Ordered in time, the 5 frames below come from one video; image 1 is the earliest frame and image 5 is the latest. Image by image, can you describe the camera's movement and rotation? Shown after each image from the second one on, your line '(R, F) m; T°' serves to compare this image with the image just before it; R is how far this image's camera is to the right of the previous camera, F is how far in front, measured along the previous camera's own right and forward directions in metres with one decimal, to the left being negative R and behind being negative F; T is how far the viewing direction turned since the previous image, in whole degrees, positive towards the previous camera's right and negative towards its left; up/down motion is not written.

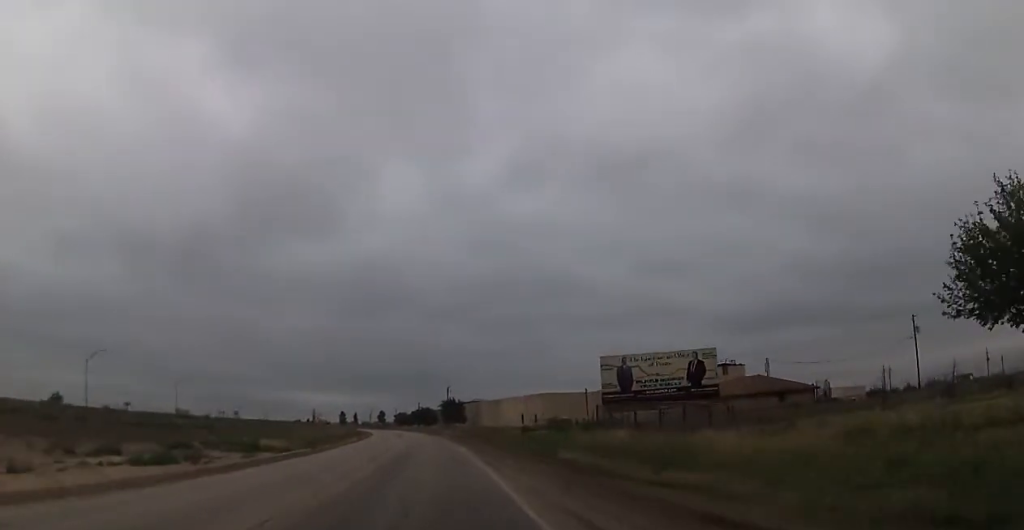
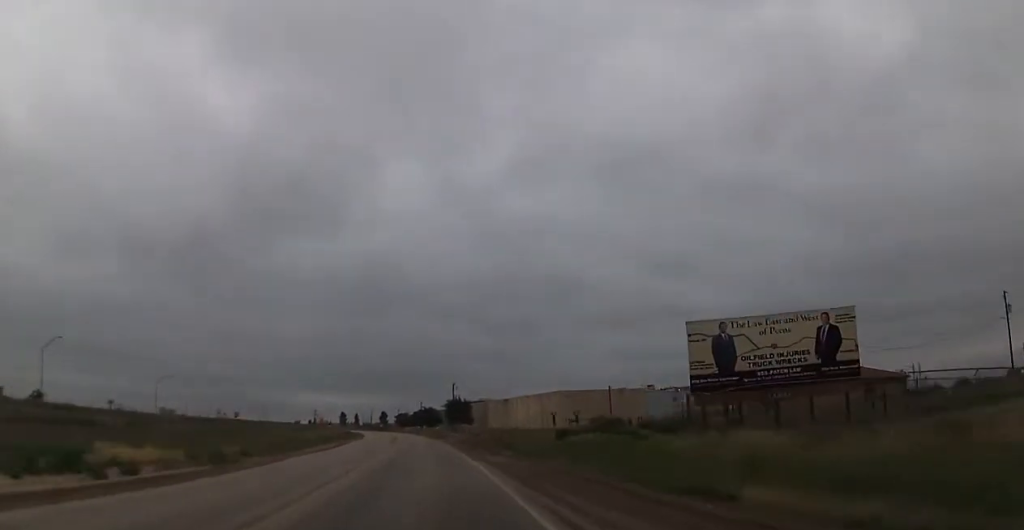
(-0.1, +16.1) m; -2°
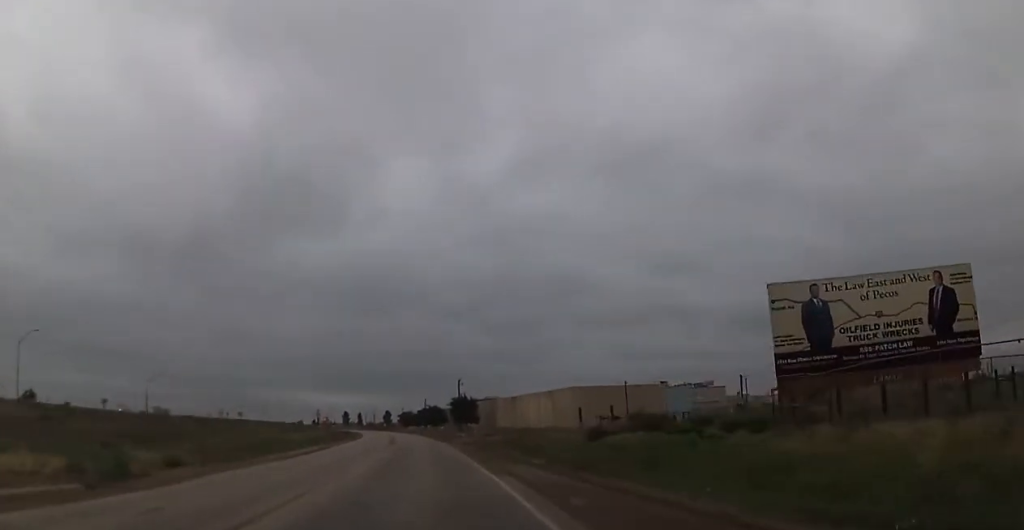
(-0.1, +7.8) m; -1°
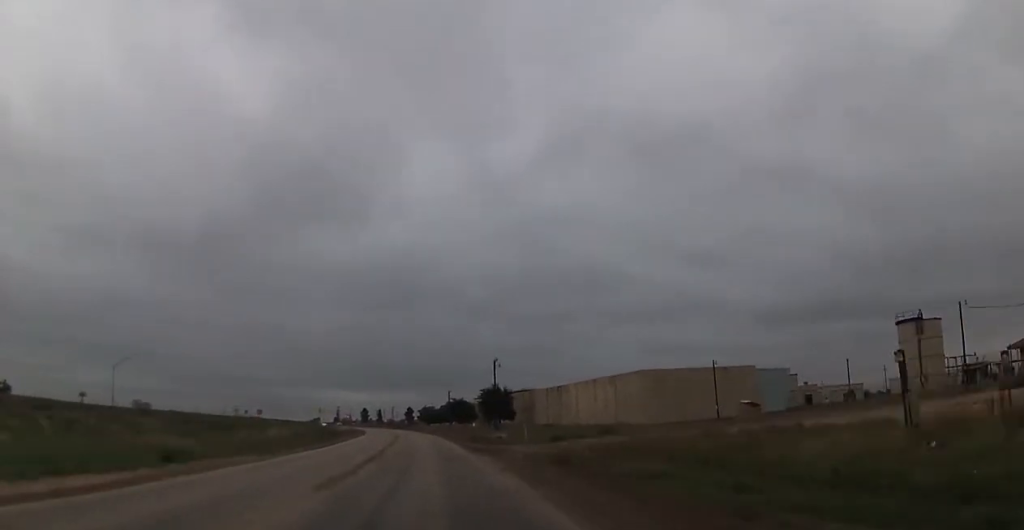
(-0.3, +29.1) m; -1°
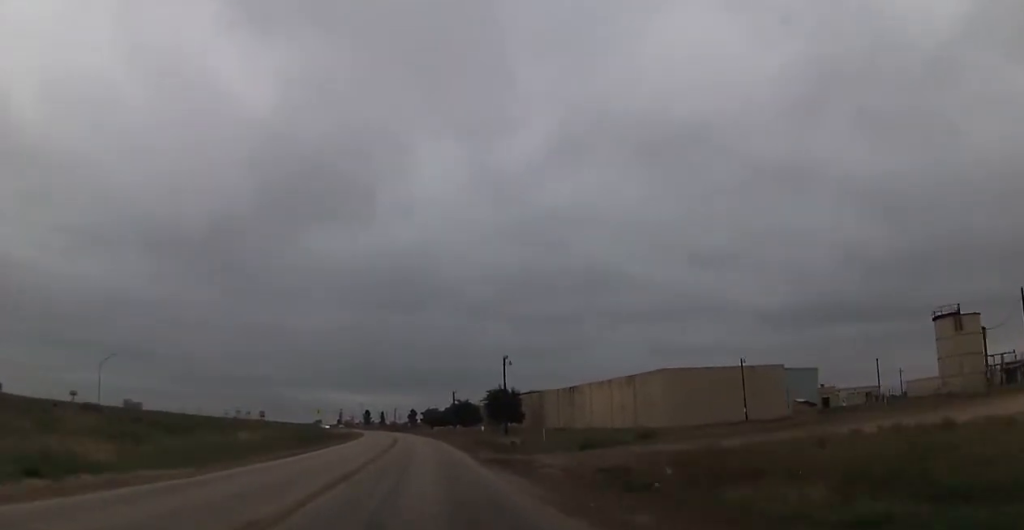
(+0.2, +7.5) m; -1°
